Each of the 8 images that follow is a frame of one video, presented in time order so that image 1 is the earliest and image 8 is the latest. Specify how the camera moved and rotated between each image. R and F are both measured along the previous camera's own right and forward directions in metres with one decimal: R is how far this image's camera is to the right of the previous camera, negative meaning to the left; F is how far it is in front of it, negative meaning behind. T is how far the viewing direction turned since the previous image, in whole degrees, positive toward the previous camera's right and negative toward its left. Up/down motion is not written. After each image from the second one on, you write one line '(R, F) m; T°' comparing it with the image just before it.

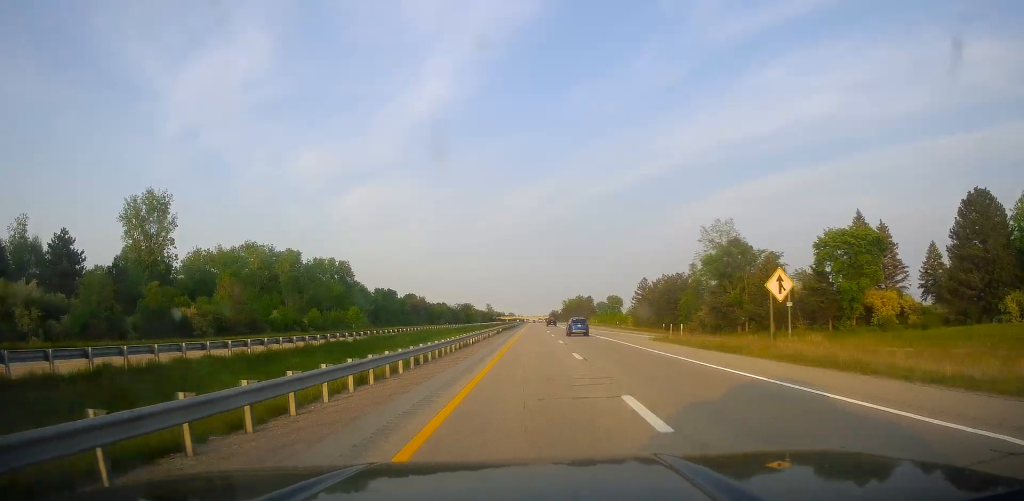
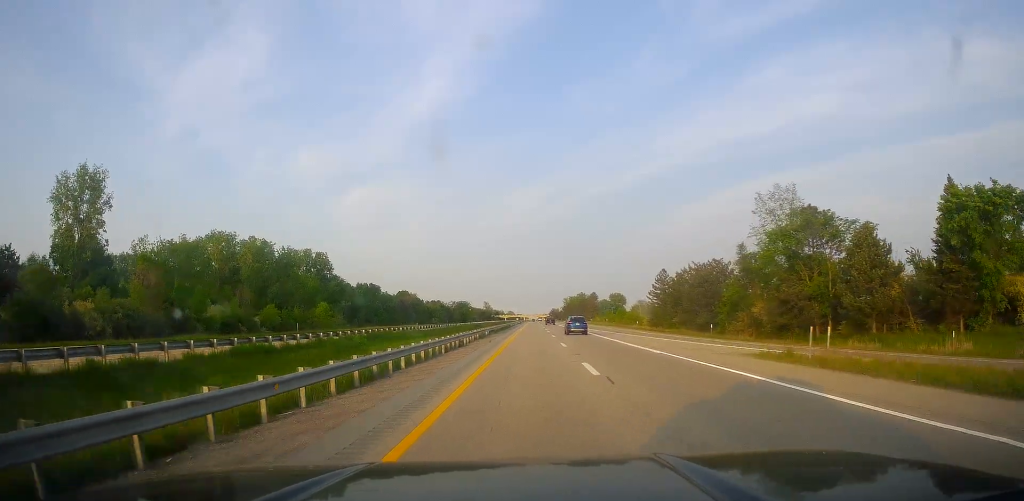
(0.0, +21.9) m; 0°
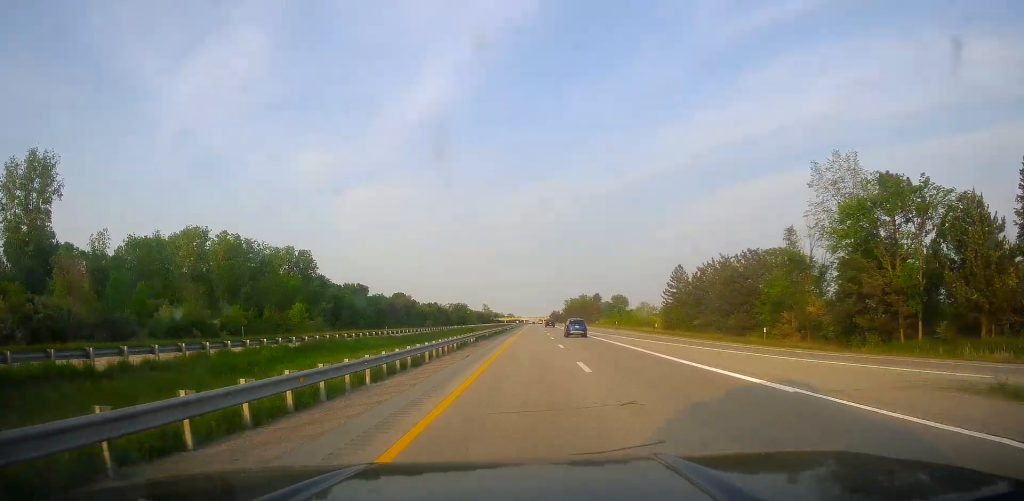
(-0.2, +13.9) m; 0°
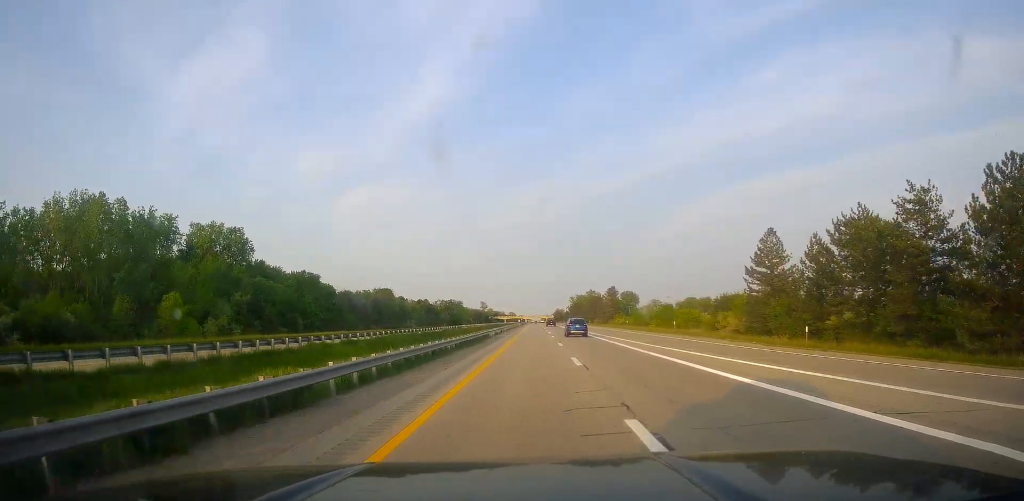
(+0.3, +42.6) m; 0°
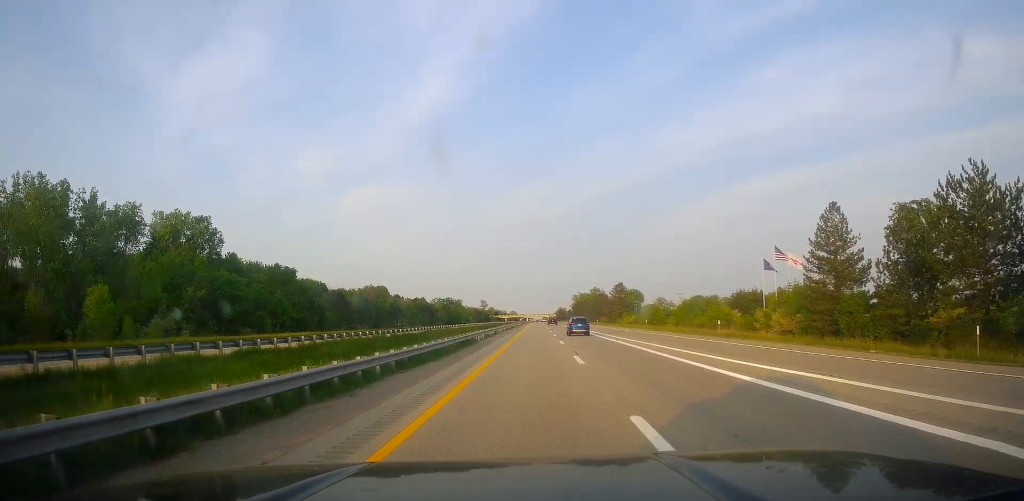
(-0.1, +15.1) m; 0°
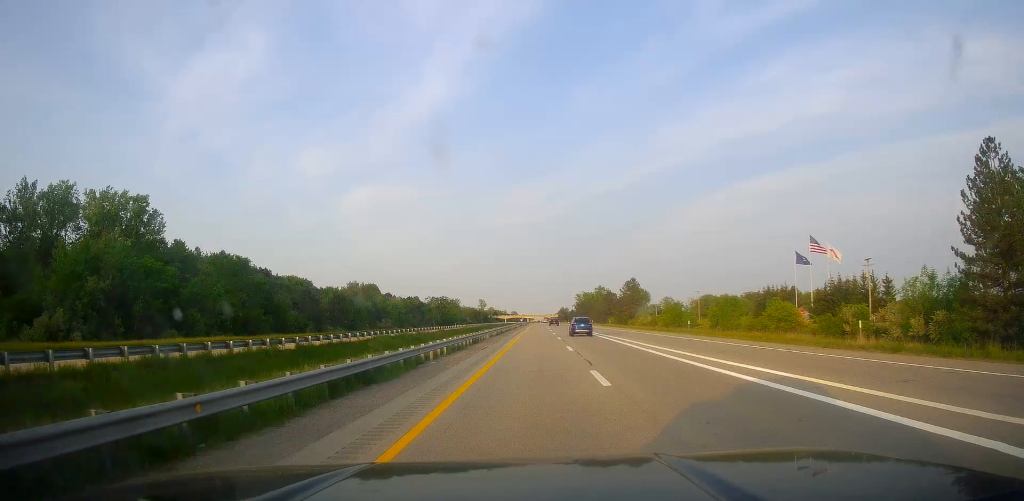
(-0.2, +22.0) m; -1°
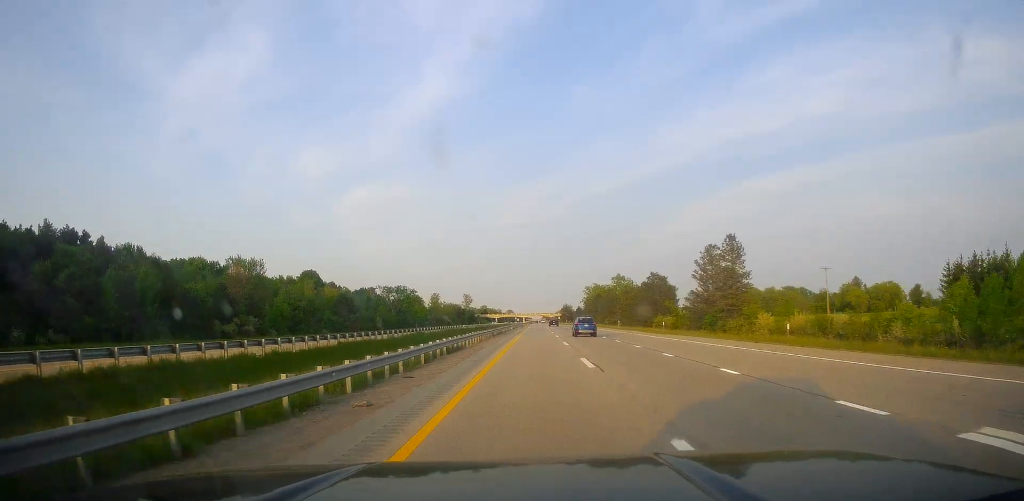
(+0.3, +86.0) m; +1°
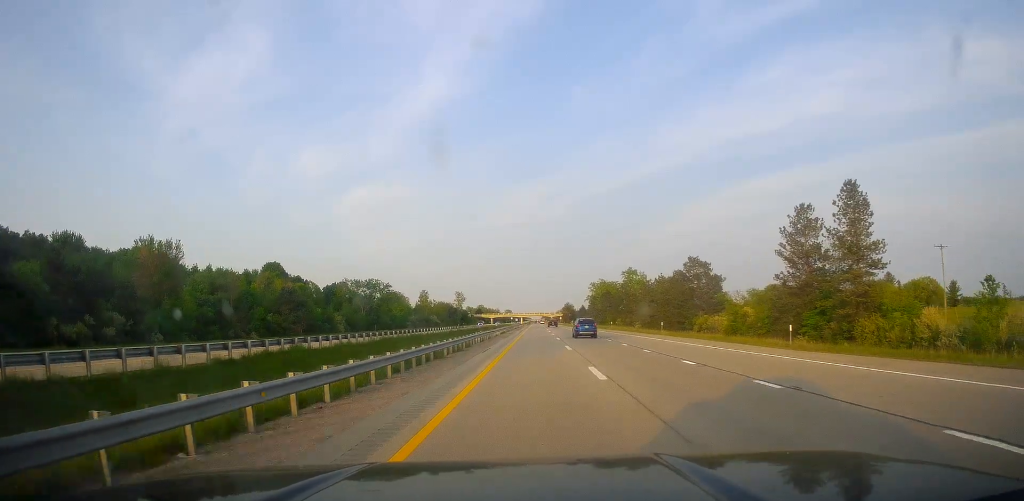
(+0.1, +33.7) m; 0°
